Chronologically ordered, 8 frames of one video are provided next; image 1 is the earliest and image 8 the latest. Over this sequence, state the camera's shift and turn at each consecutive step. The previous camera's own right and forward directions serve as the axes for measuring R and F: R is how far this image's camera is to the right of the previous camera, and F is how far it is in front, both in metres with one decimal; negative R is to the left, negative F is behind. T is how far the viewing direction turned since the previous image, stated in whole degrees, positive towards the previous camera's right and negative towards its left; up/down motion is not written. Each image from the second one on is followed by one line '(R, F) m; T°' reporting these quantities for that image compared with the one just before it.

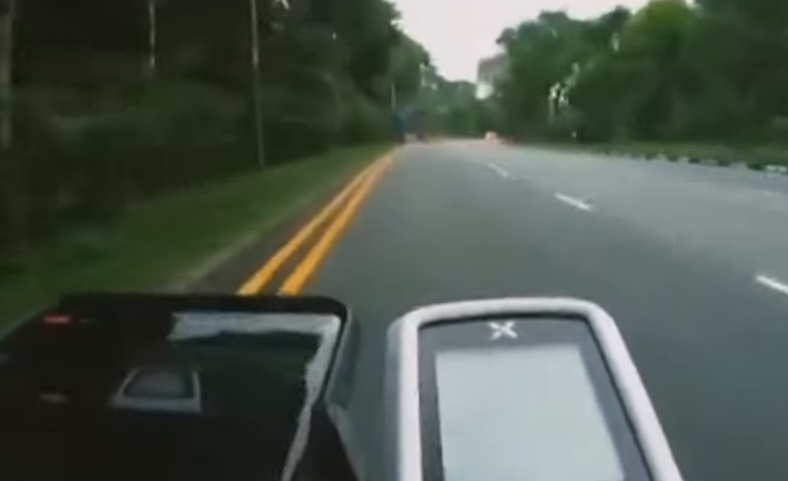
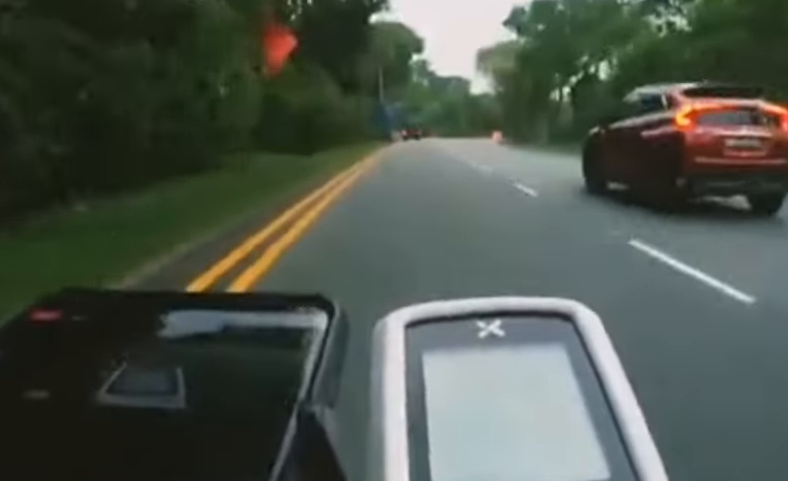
(-1.1, +8.8) m; -5°
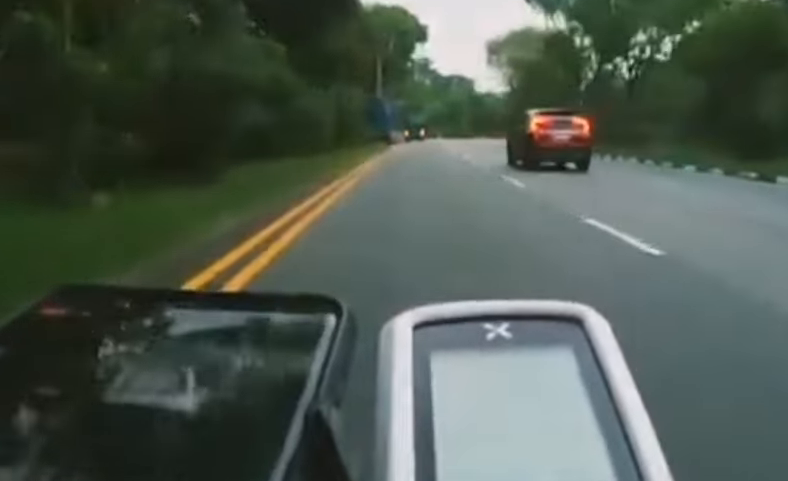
(+0.3, +8.8) m; 0°
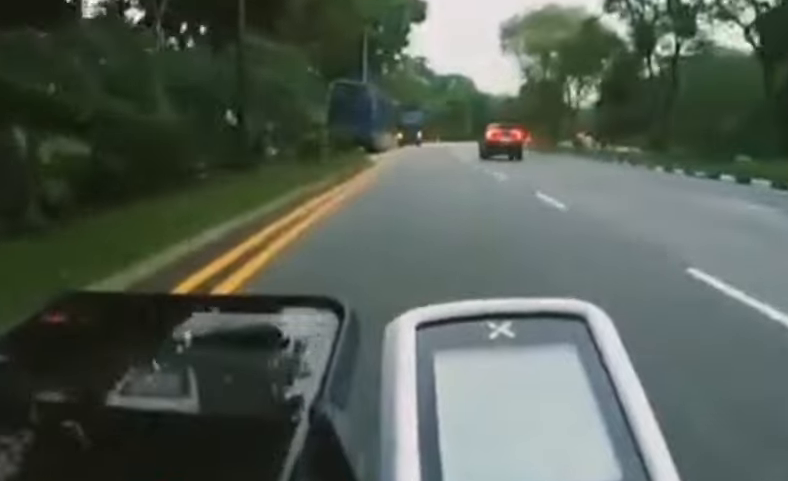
(-0.3, +11.7) m; +1°
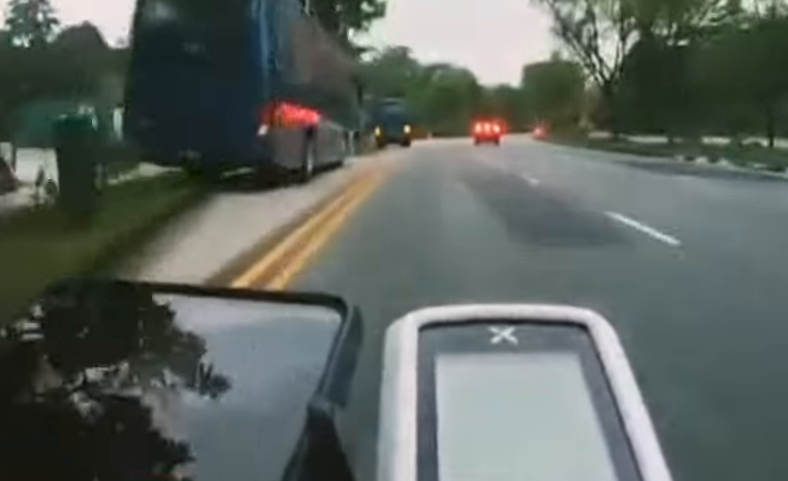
(+0.7, +16.3) m; +3°
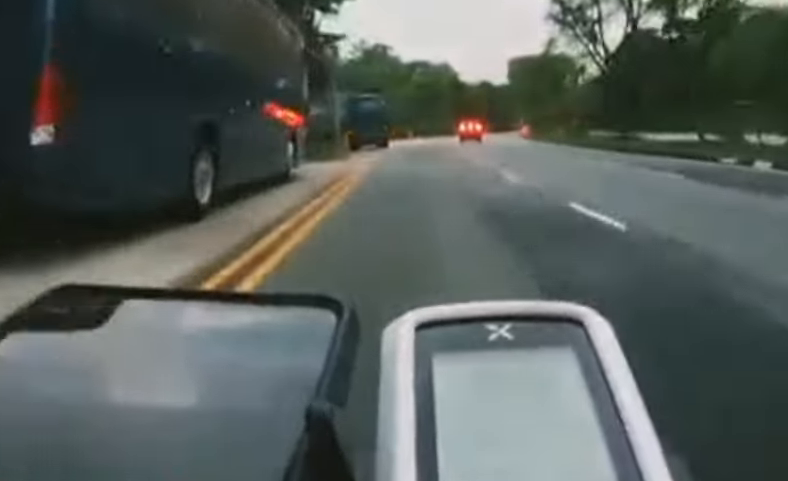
(0.0, +4.1) m; 0°
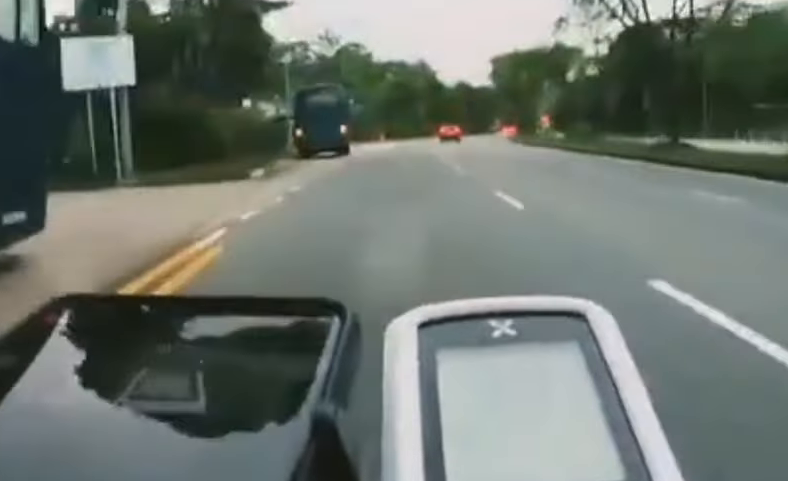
(0.0, +7.4) m; 0°
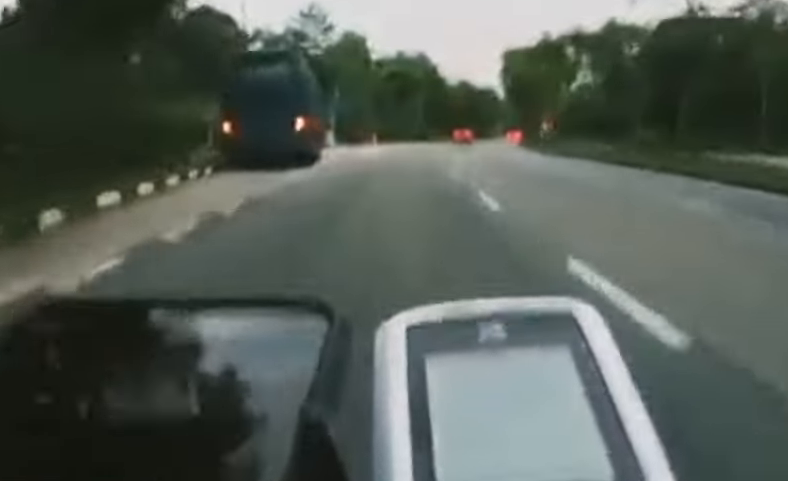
(0.0, +8.4) m; 0°
